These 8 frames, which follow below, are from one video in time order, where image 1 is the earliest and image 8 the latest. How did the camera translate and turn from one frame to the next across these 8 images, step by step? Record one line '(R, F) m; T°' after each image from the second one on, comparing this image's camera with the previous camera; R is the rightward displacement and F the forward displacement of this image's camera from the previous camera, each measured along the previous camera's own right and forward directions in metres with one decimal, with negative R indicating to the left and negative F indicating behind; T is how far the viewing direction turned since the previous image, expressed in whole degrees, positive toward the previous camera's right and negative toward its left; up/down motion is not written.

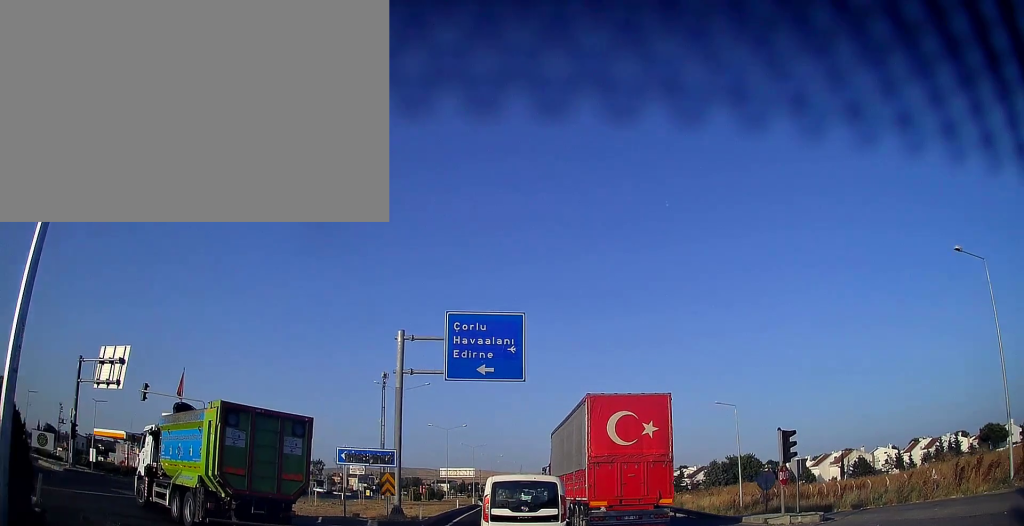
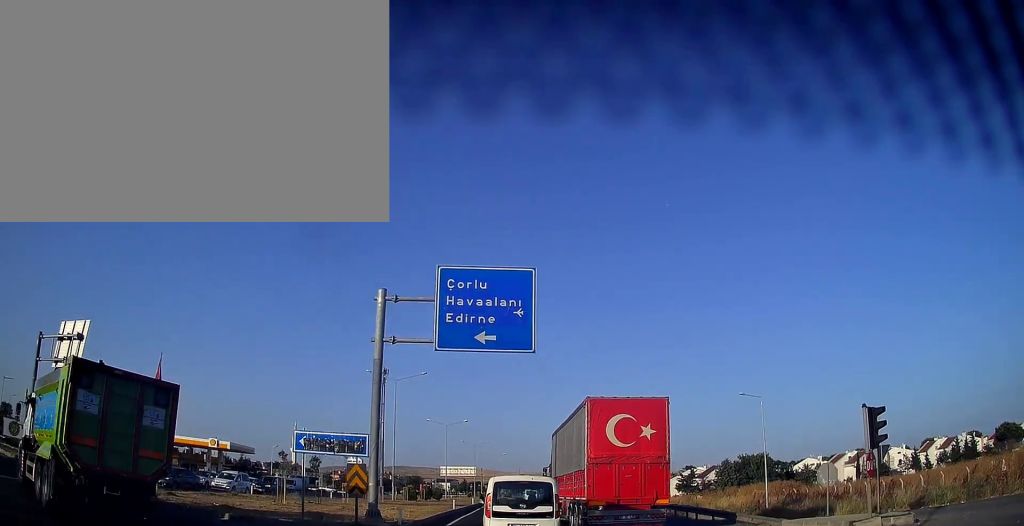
(-0.3, +5.4) m; -1°
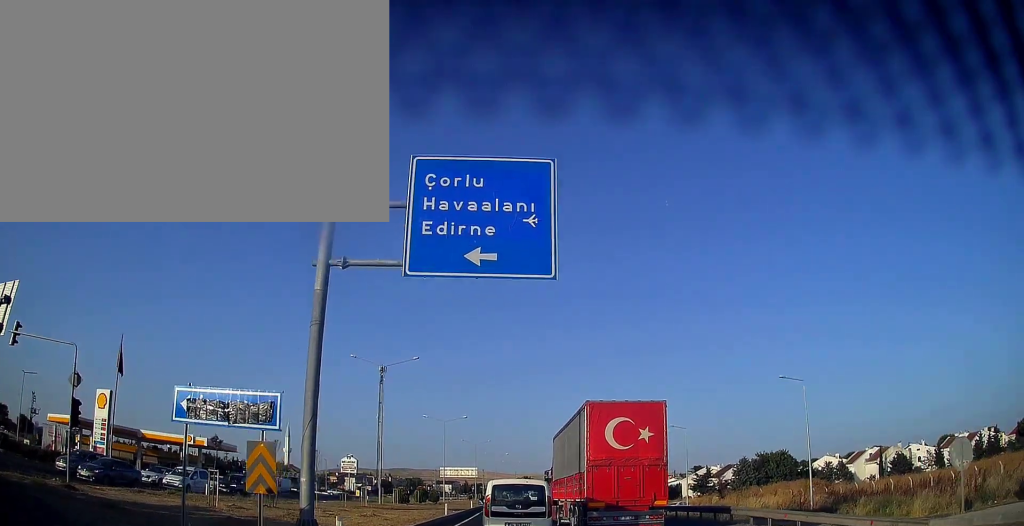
(+0.1, +7.8) m; 0°
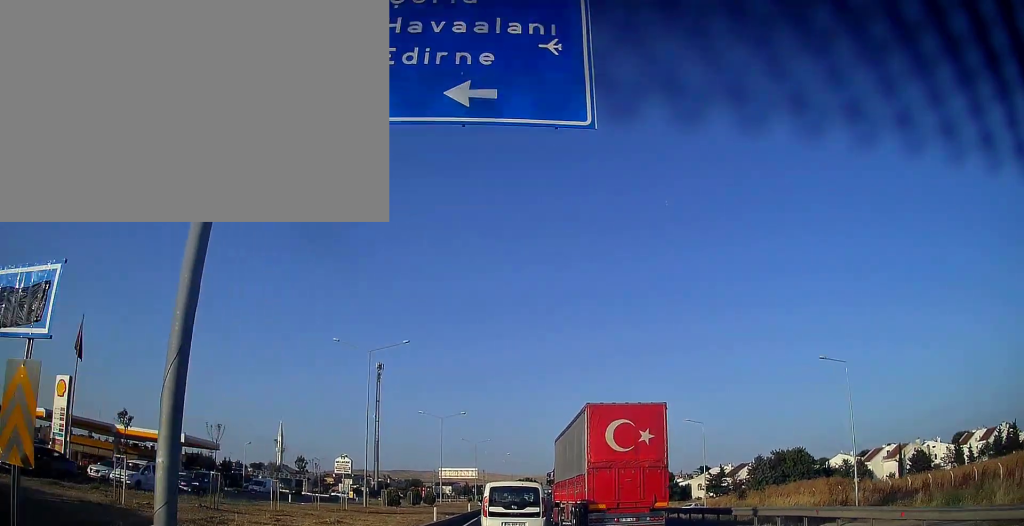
(+0.1, +5.8) m; 0°
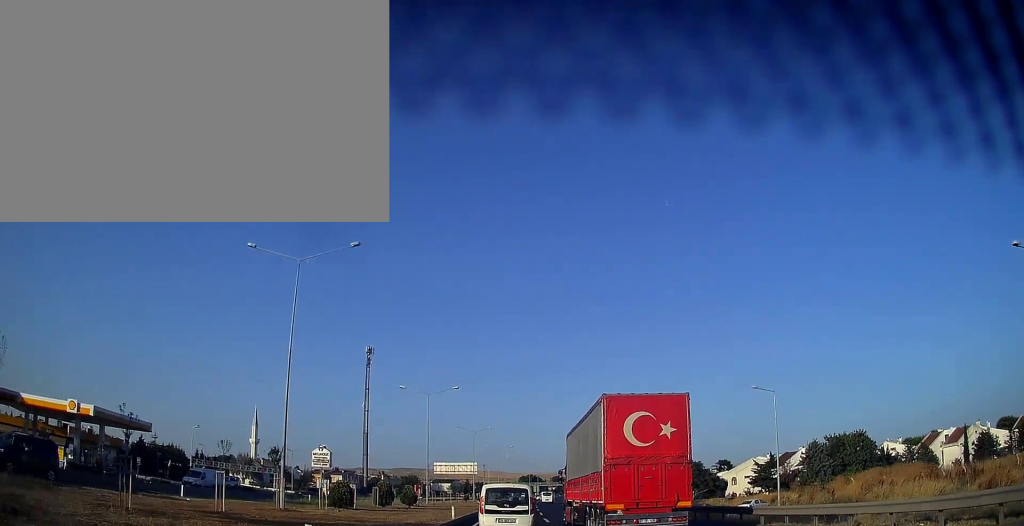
(+0.2, +19.0) m; +1°
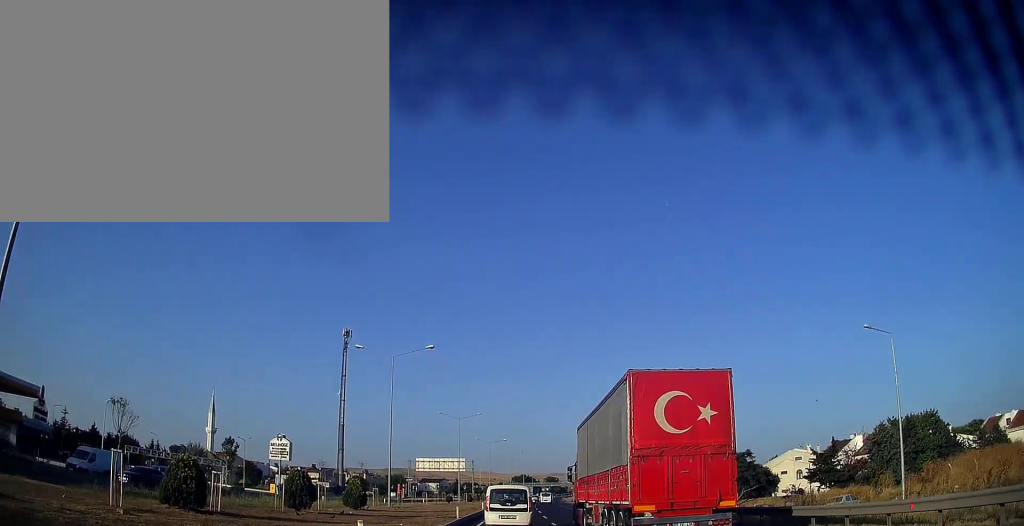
(+0.1, +18.4) m; 0°
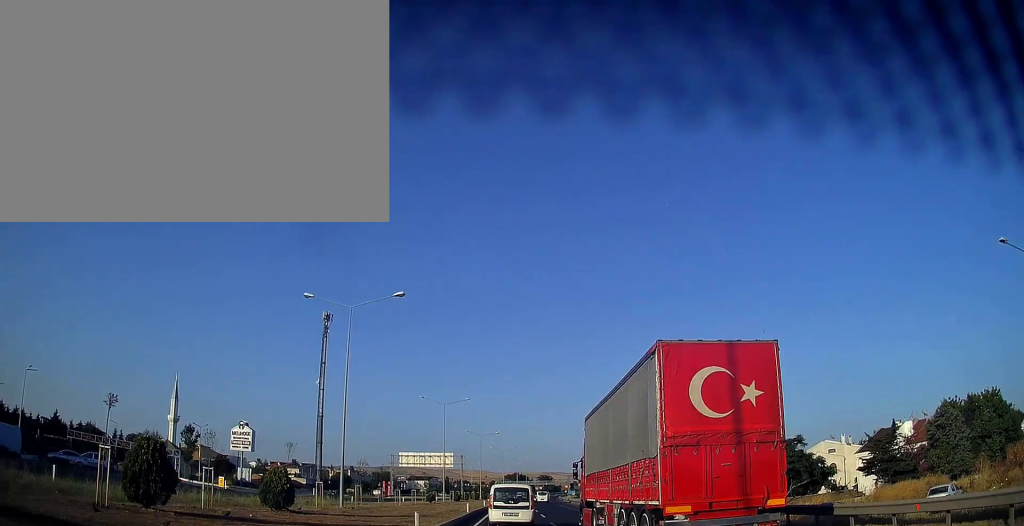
(-0.1, +12.1) m; 0°
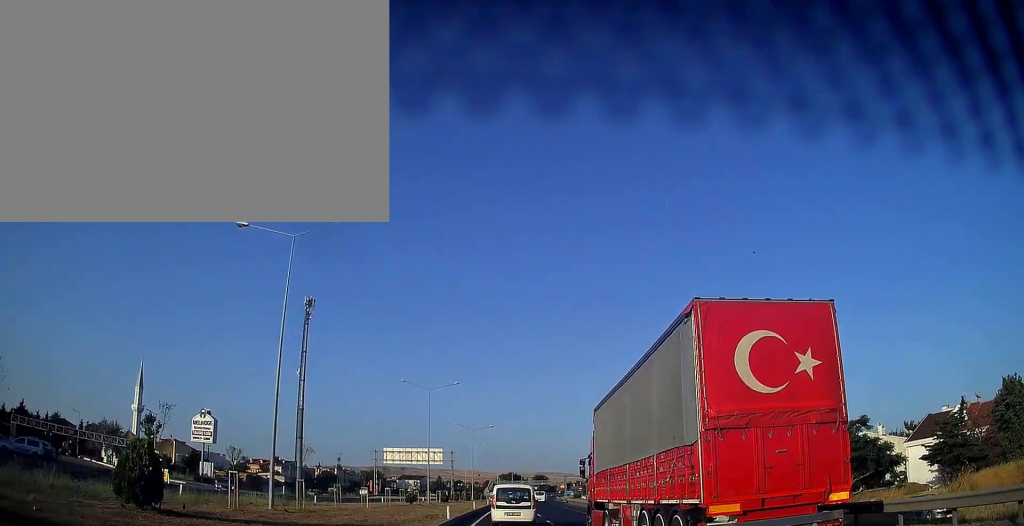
(0.0, +10.3) m; 0°
